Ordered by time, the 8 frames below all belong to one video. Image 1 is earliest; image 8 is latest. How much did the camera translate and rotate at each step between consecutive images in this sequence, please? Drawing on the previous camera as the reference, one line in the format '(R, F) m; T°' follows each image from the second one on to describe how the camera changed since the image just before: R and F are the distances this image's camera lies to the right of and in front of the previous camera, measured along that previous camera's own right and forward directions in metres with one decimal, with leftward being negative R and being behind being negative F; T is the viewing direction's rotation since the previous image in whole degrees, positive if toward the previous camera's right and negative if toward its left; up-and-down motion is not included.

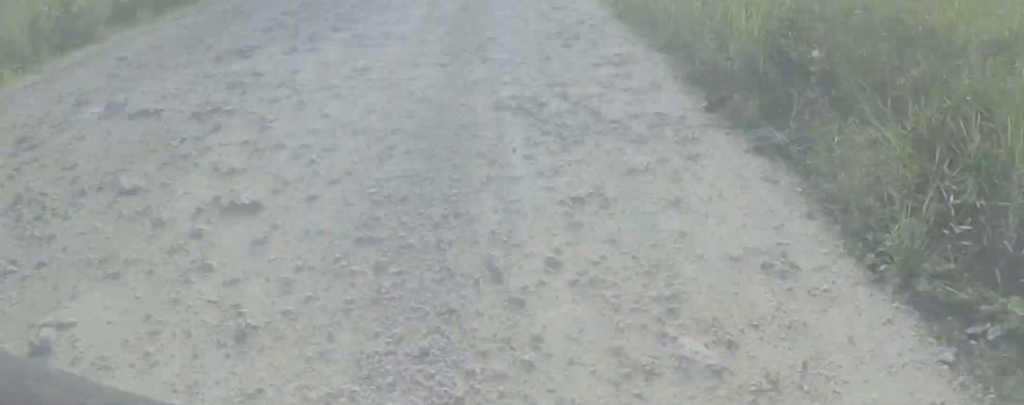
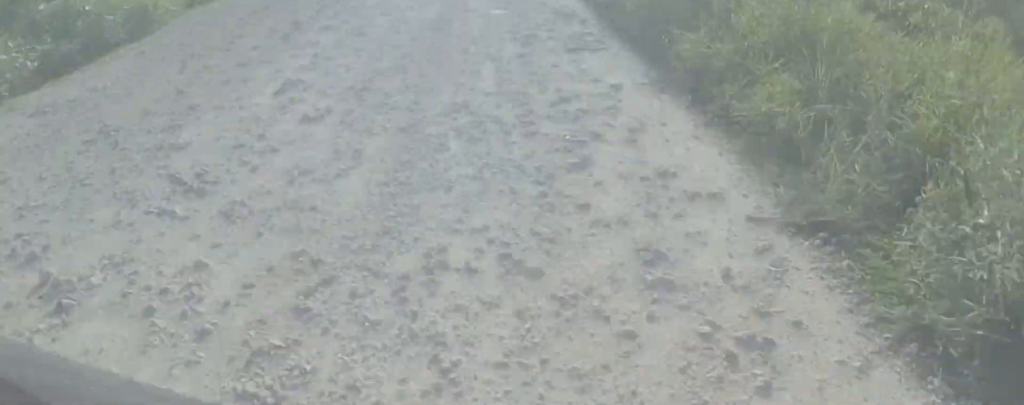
(0.0, +10.1) m; 0°
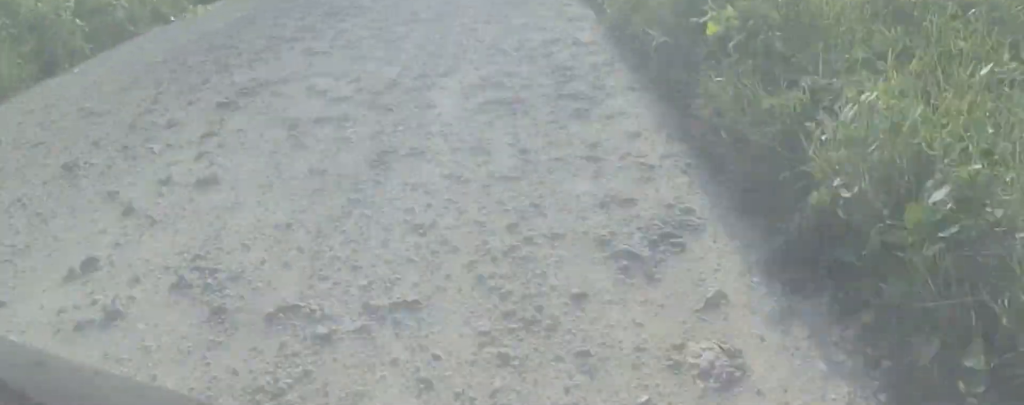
(0.0, +7.5) m; 0°
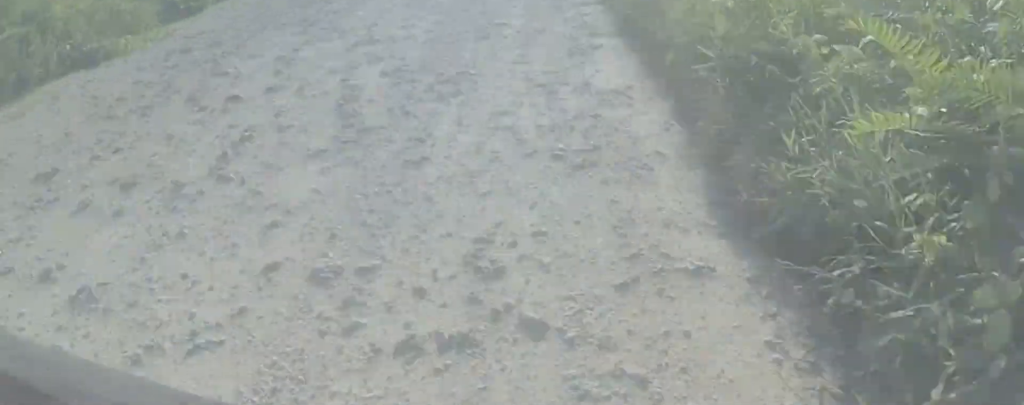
(0.0, +7.6) m; 0°
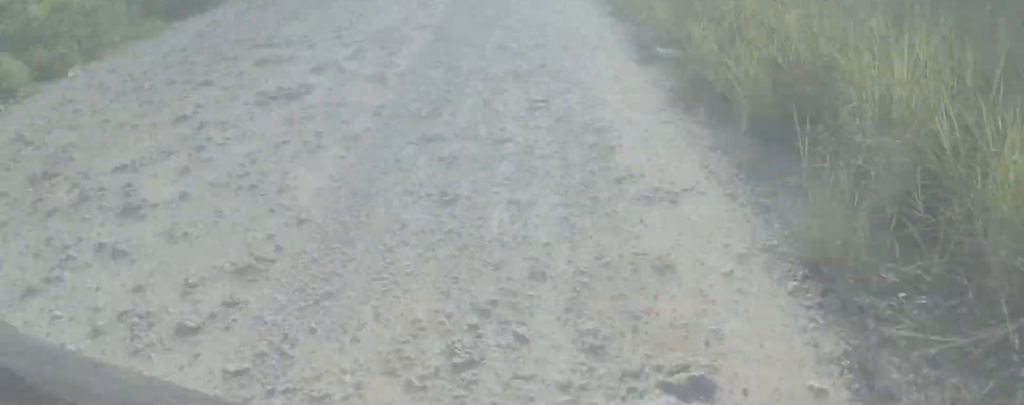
(0.0, +6.9) m; 0°
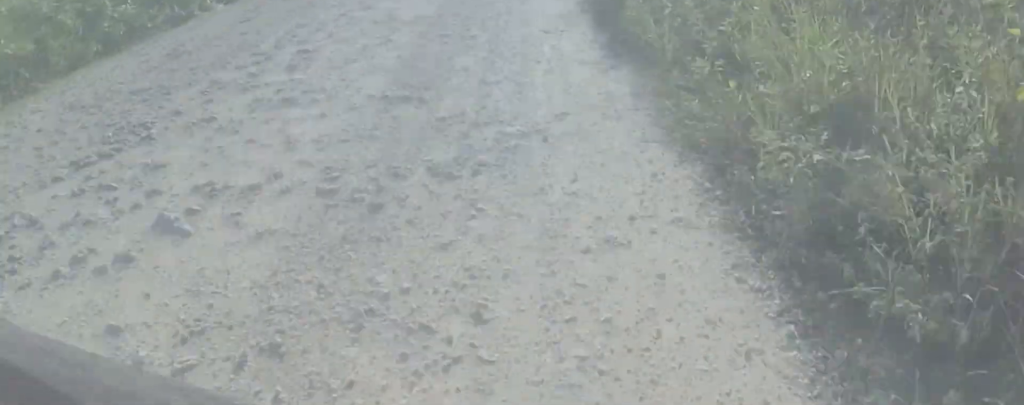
(0.0, +5.9) m; 0°
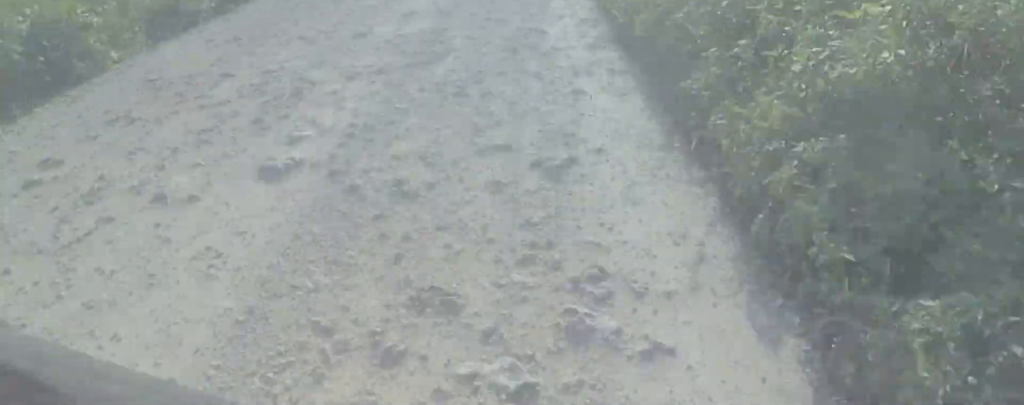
(0.0, +13.2) m; 0°
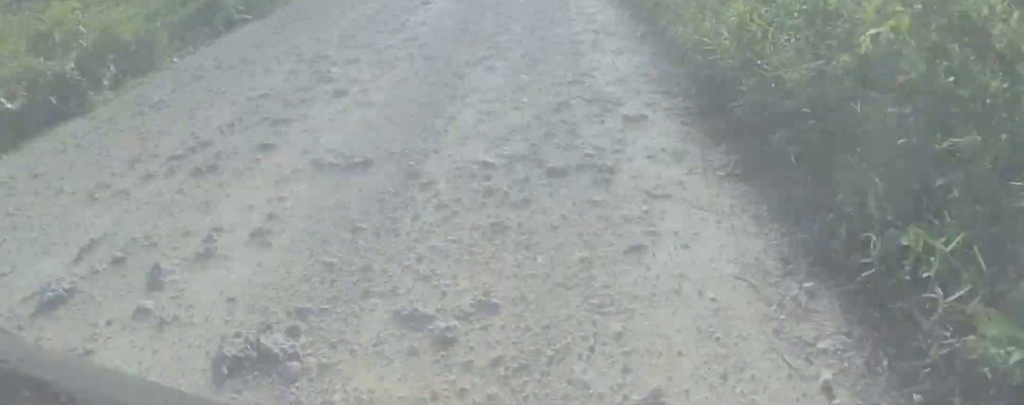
(0.0, +16.2) m; 0°
